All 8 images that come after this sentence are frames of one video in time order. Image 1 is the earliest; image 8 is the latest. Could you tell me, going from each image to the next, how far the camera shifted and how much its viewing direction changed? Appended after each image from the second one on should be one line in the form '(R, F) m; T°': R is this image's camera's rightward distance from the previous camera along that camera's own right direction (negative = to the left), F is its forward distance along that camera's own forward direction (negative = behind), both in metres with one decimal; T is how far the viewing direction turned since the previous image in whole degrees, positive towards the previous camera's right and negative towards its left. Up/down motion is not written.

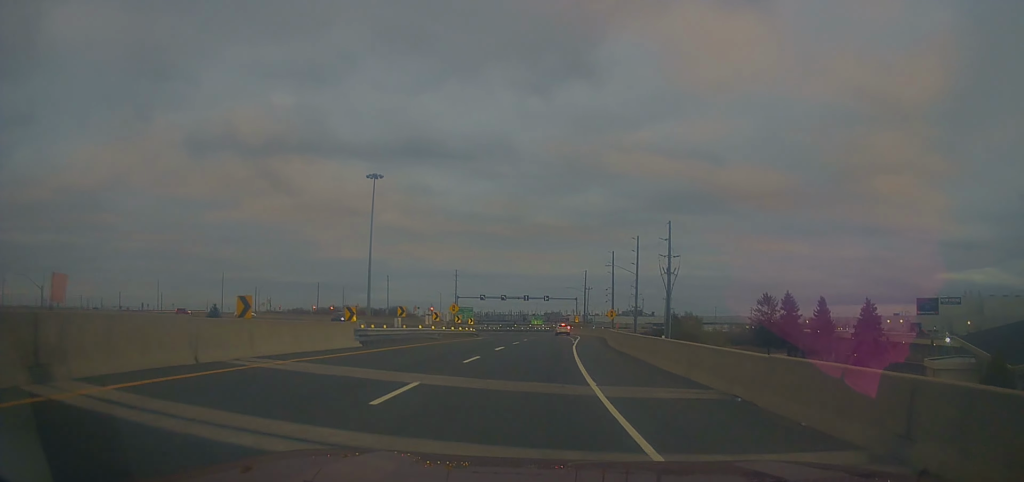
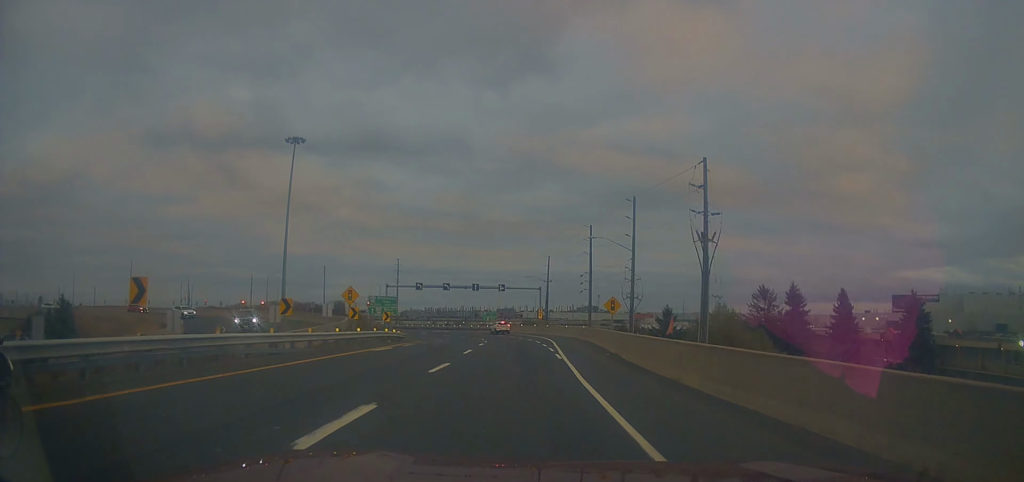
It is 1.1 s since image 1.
(-0.2, +21.1) m; 0°
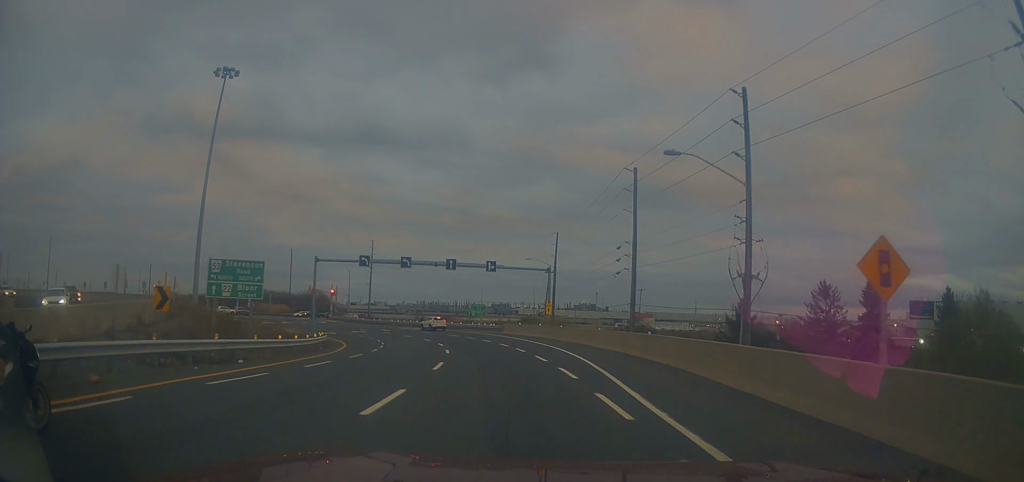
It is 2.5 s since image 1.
(+0.8, +25.0) m; +2°
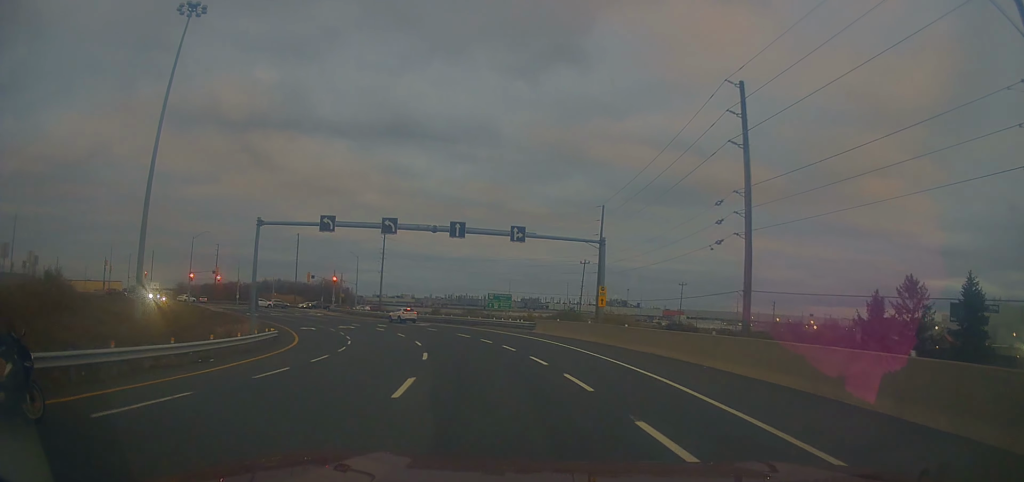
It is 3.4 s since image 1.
(0.0, +15.7) m; -3°
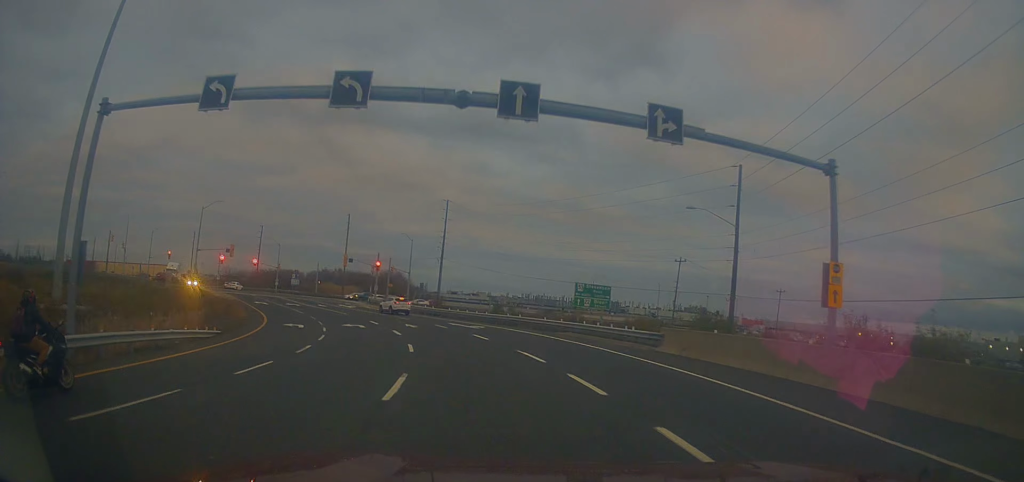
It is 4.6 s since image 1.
(-1.4, +18.6) m; -9°
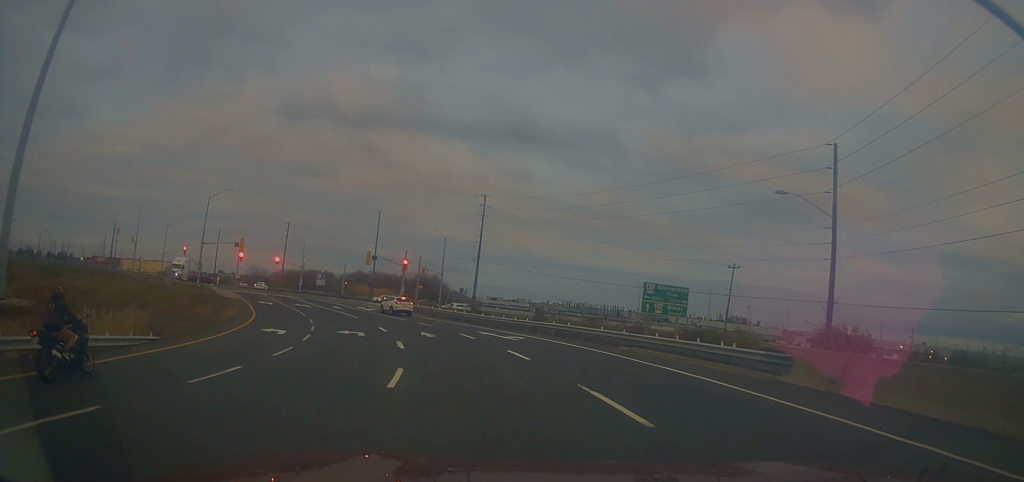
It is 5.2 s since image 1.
(-0.3, +8.5) m; -5°
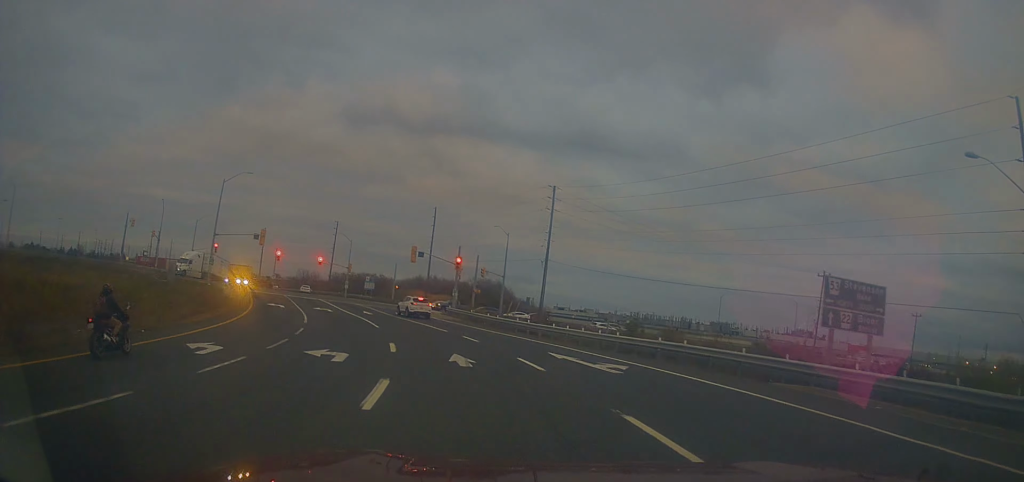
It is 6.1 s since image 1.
(-0.3, +11.5) m; -8°
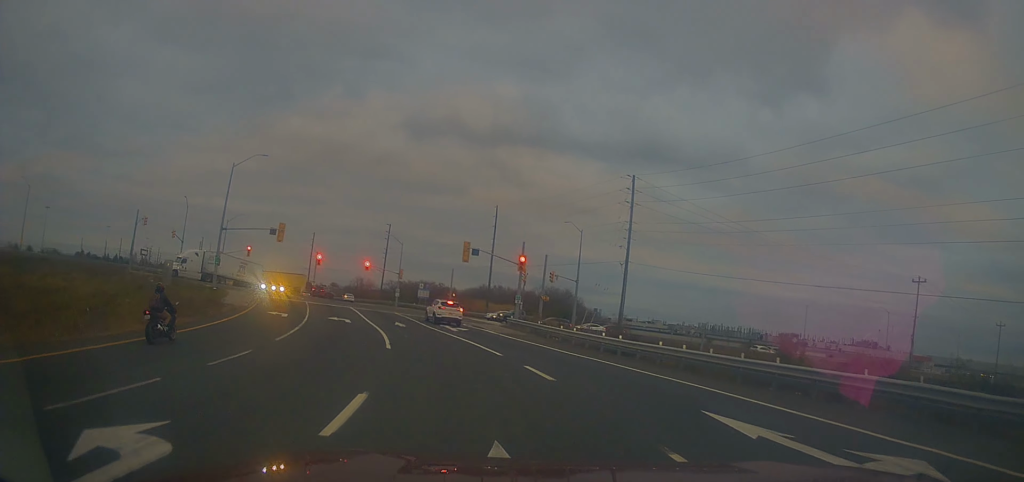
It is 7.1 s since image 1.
(-1.3, +10.8) m; -8°
